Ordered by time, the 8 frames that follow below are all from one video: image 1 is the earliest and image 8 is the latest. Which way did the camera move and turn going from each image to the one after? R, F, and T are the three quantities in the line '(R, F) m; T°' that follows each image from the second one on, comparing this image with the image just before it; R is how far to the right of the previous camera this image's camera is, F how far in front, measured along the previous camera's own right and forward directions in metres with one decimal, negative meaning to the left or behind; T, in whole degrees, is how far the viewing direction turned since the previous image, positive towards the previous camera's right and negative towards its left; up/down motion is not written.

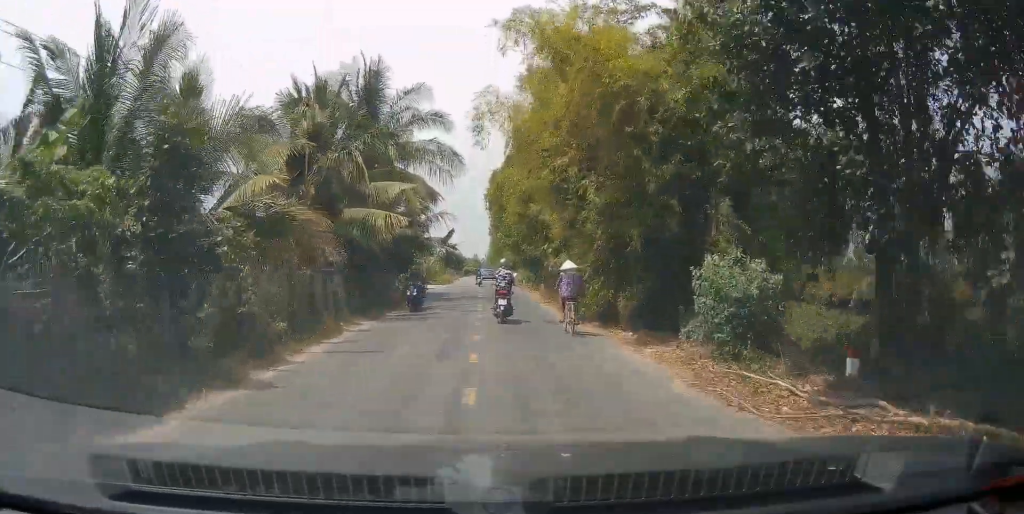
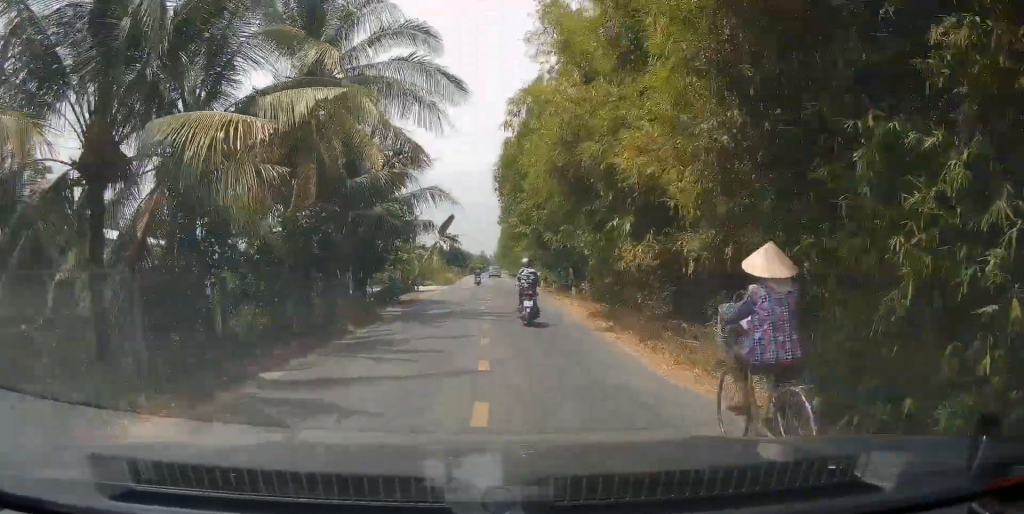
(-0.1, +13.2) m; 0°
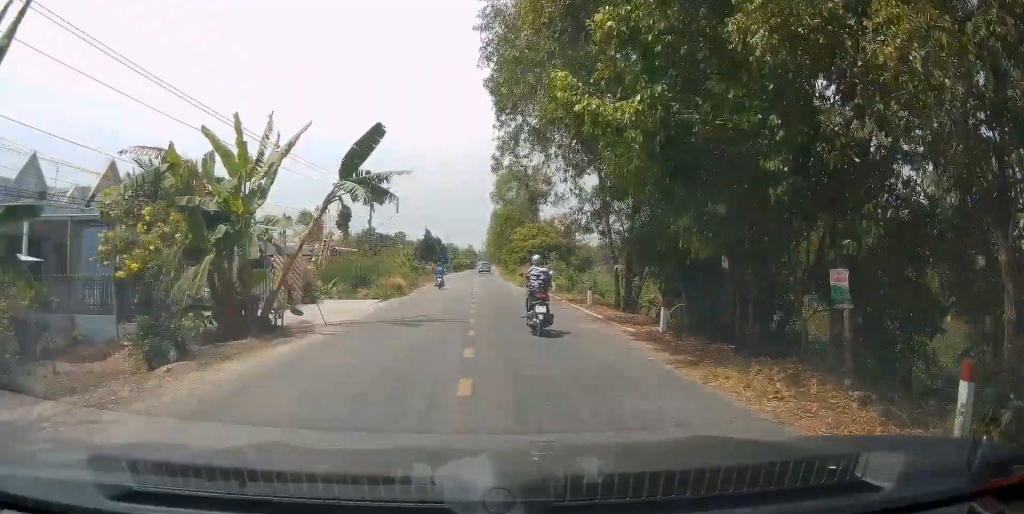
(+0.8, +29.3) m; +1°
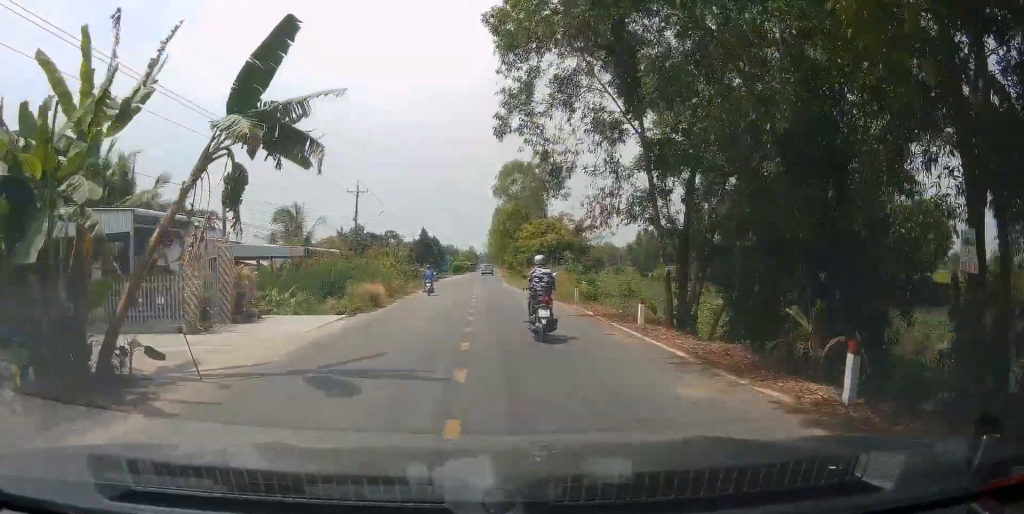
(0.0, +8.0) m; -2°
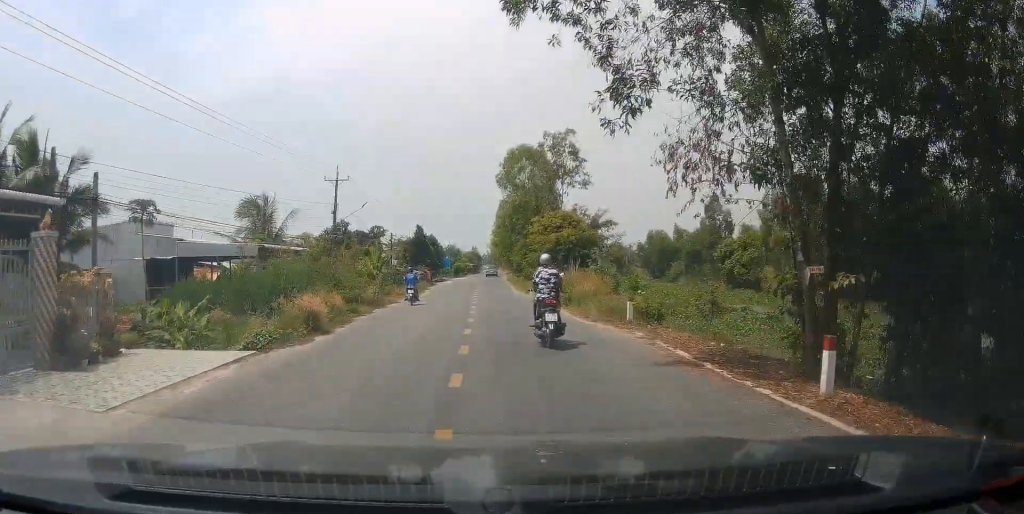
(-0.3, +9.5) m; 0°
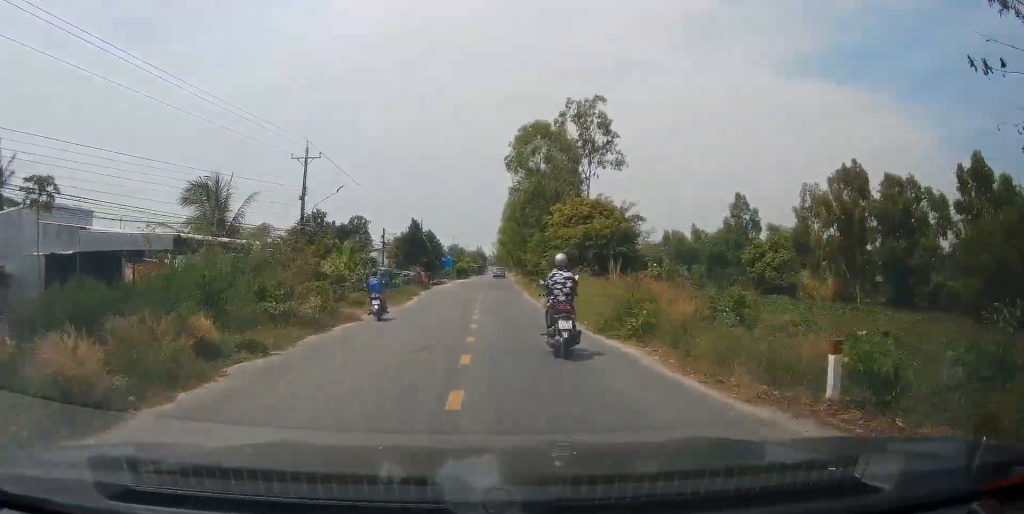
(0.0, +10.4) m; +1°
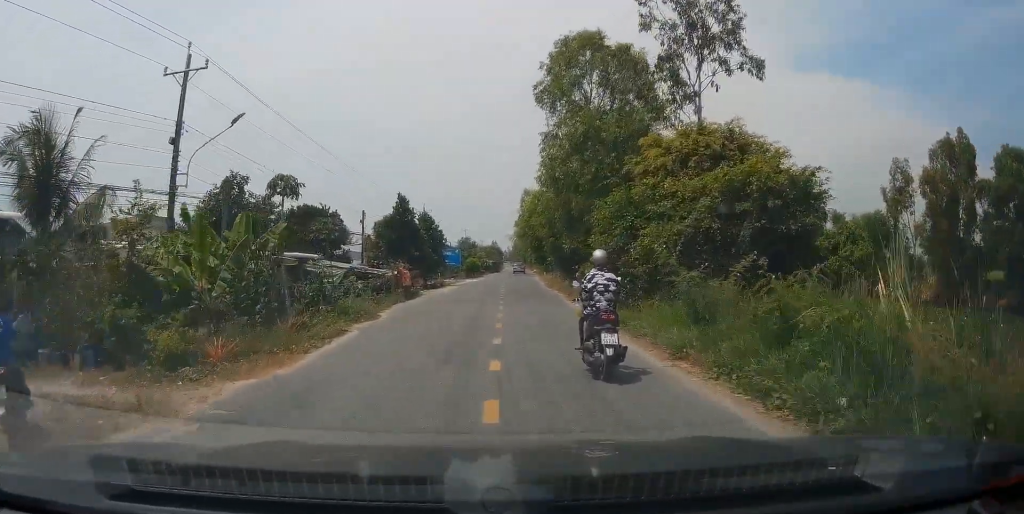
(+0.3, +18.6) m; 0°
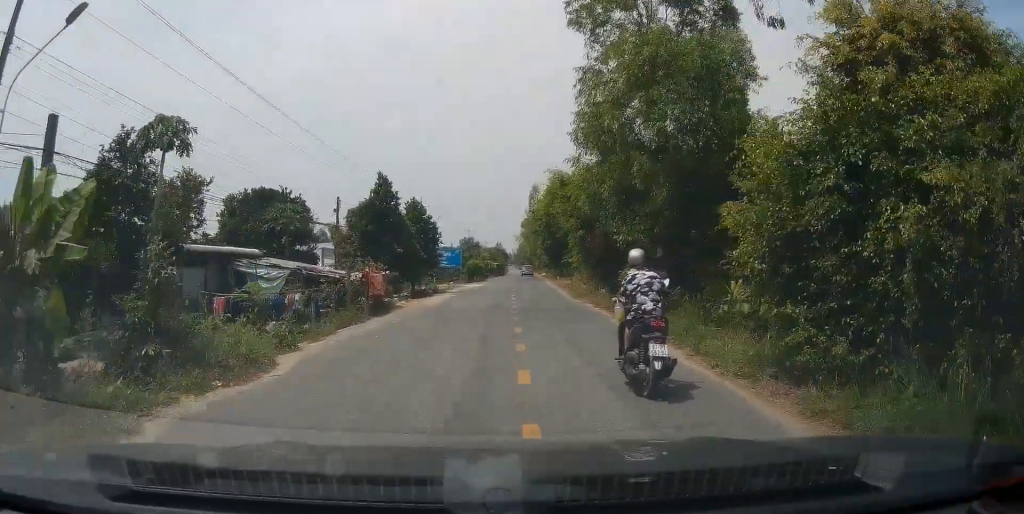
(-0.2, +10.7) m; 0°
